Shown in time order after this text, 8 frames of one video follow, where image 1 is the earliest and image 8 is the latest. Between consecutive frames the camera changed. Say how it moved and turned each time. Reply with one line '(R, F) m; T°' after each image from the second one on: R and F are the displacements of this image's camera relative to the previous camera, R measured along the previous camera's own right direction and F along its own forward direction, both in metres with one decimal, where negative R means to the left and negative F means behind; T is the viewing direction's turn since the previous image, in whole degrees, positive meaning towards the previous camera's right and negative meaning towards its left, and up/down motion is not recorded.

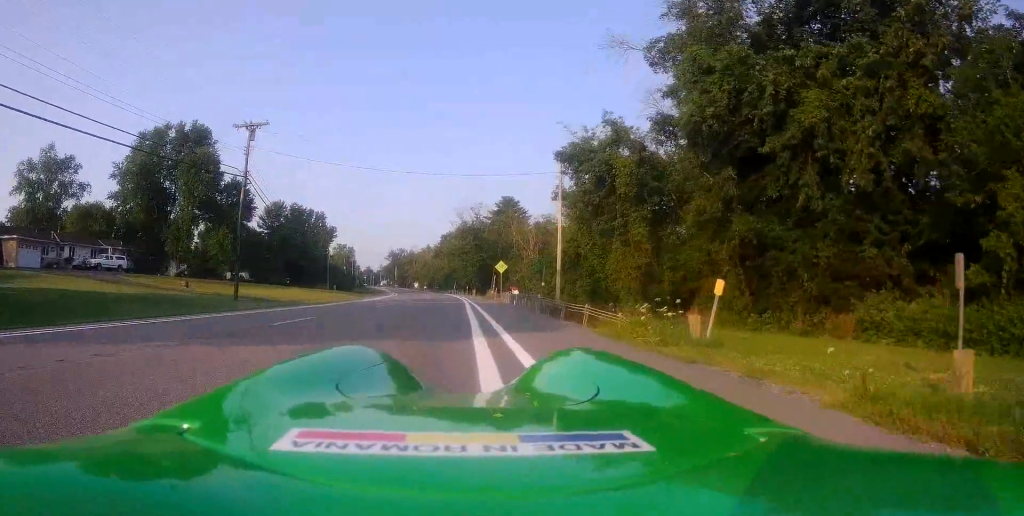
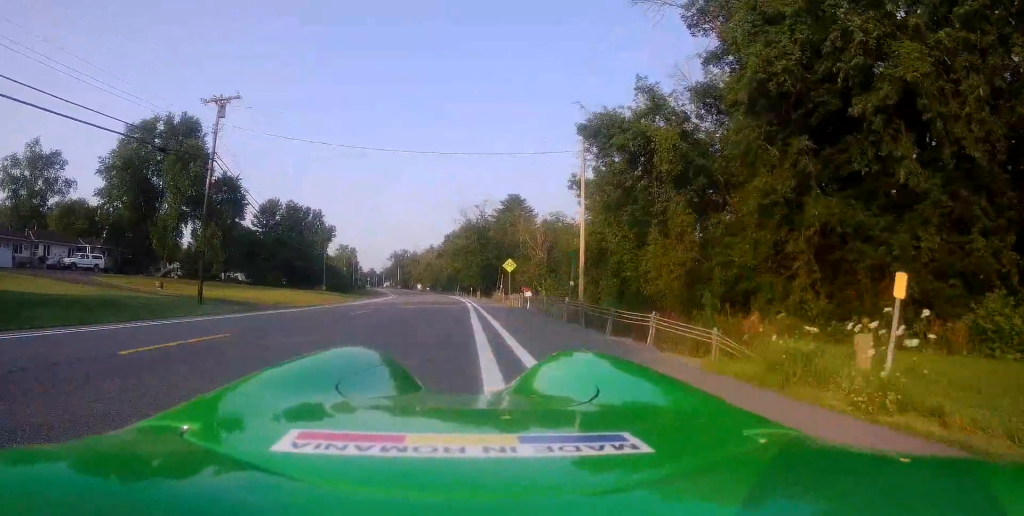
(-0.6, +5.4) m; -2°
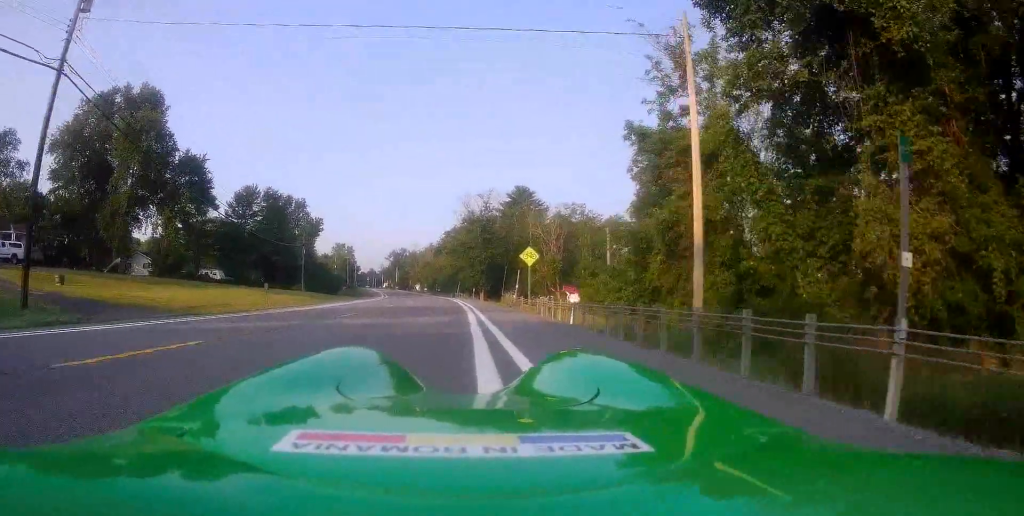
(+0.5, +13.5) m; +4°
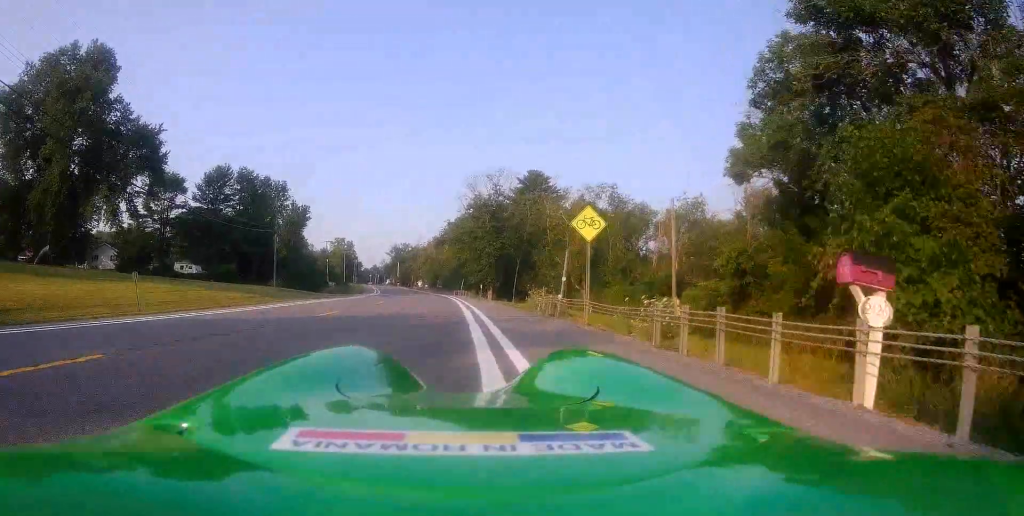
(-0.4, +14.0) m; -1°
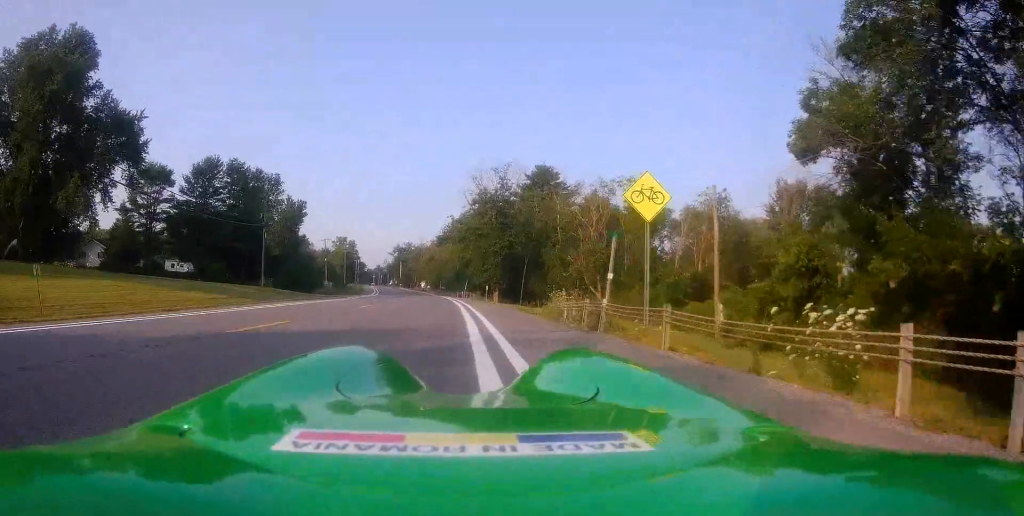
(+0.2, +5.2) m; 0°
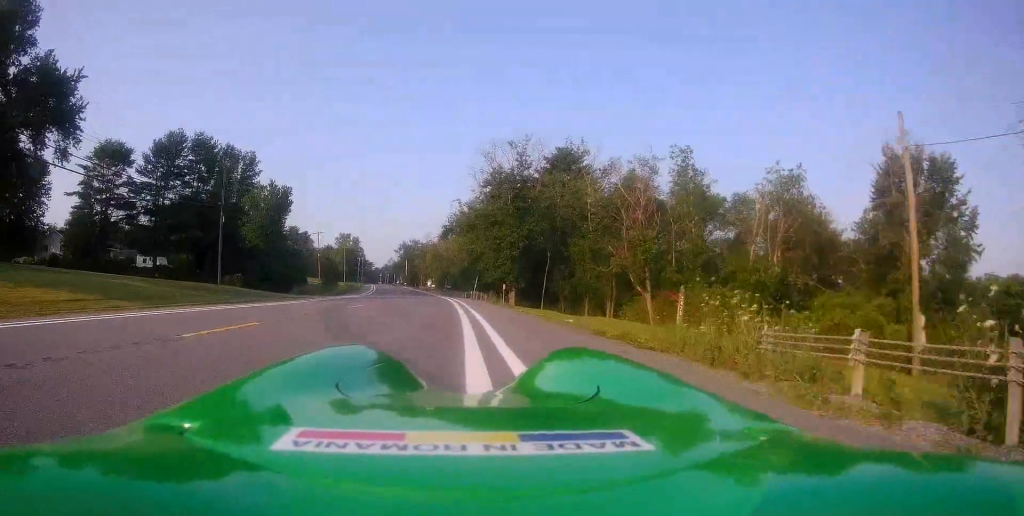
(-0.3, +13.3) m; 0°
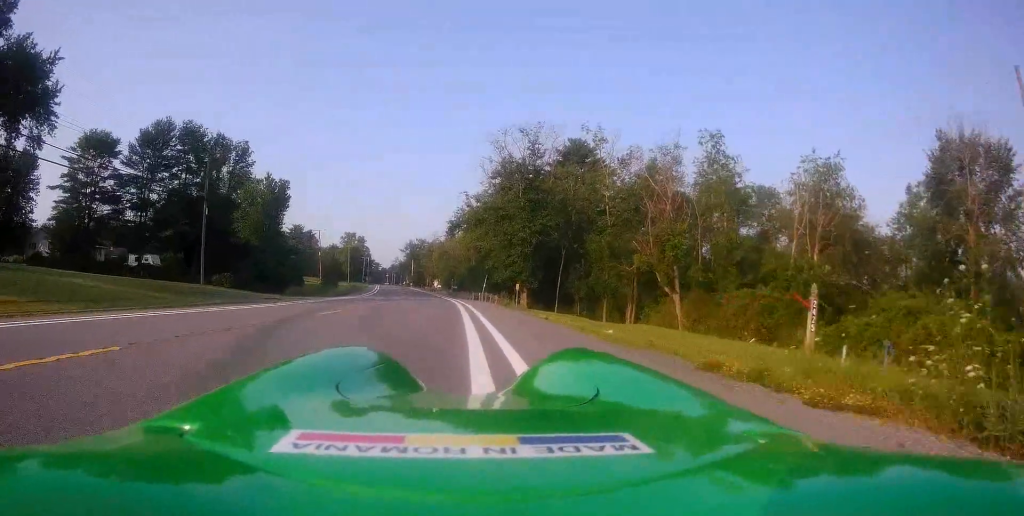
(+0.3, +4.8) m; -1°
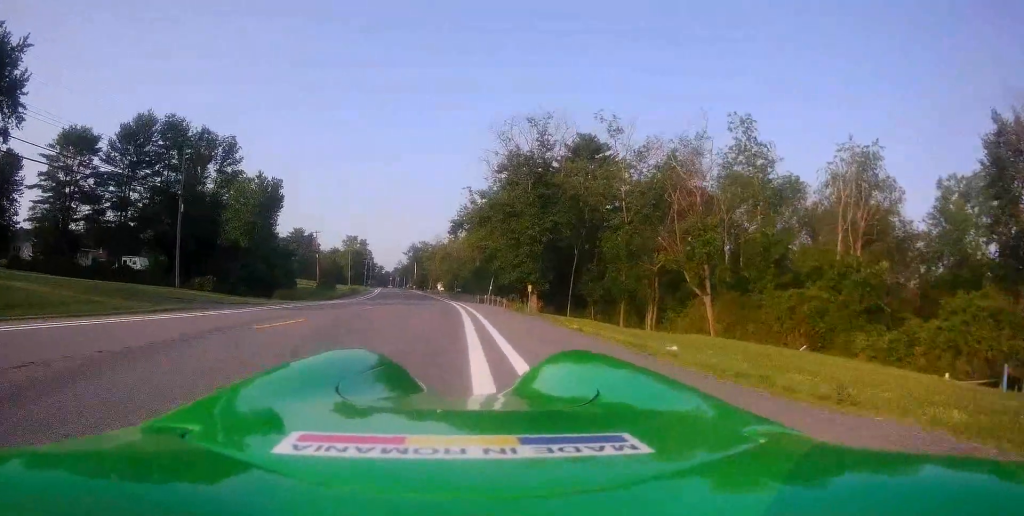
(+0.4, +4.8) m; -1°
